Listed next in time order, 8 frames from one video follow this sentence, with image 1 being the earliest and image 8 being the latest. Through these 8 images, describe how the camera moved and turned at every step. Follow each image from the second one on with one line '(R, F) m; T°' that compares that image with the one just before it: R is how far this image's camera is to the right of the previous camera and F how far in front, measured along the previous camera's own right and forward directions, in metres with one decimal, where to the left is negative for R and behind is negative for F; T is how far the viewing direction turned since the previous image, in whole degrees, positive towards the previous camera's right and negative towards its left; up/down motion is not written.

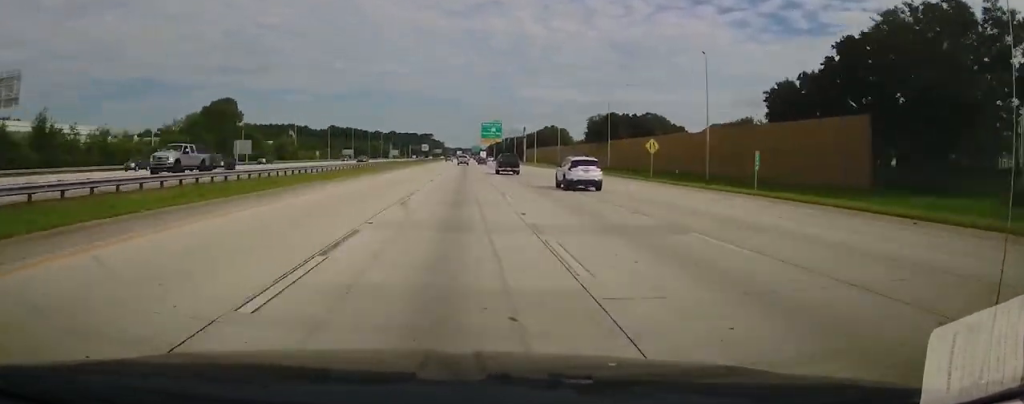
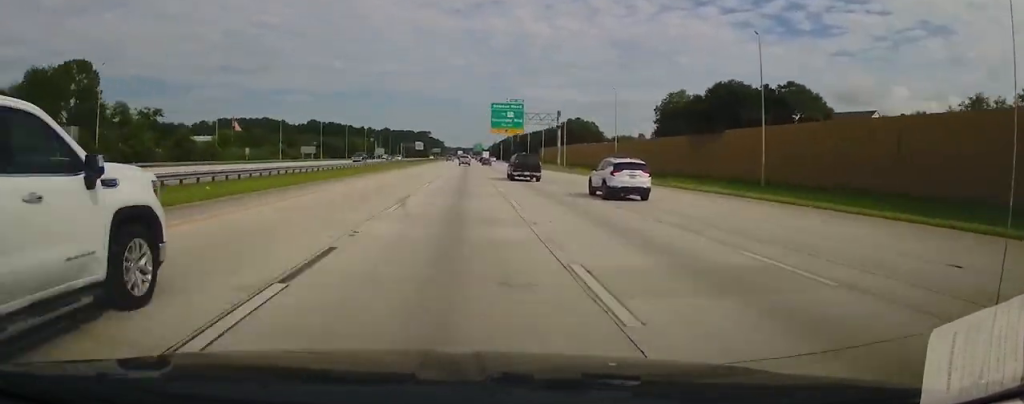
(-0.4, +62.7) m; 0°
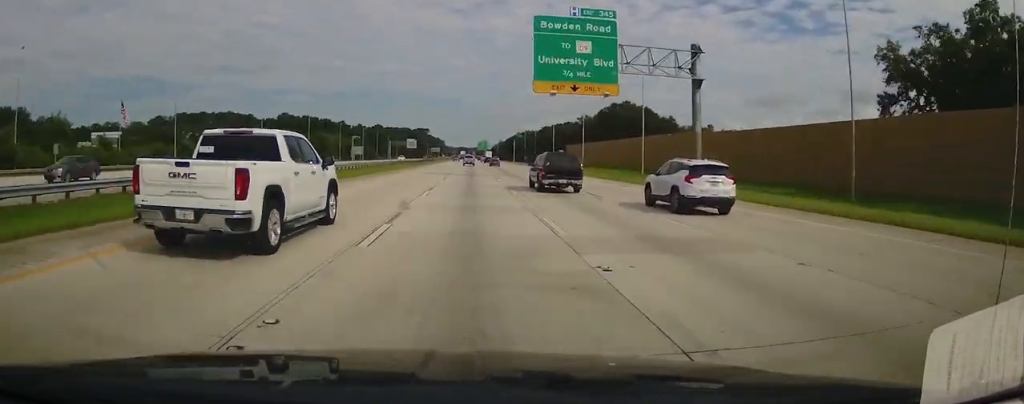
(-0.3, +67.1) m; 0°
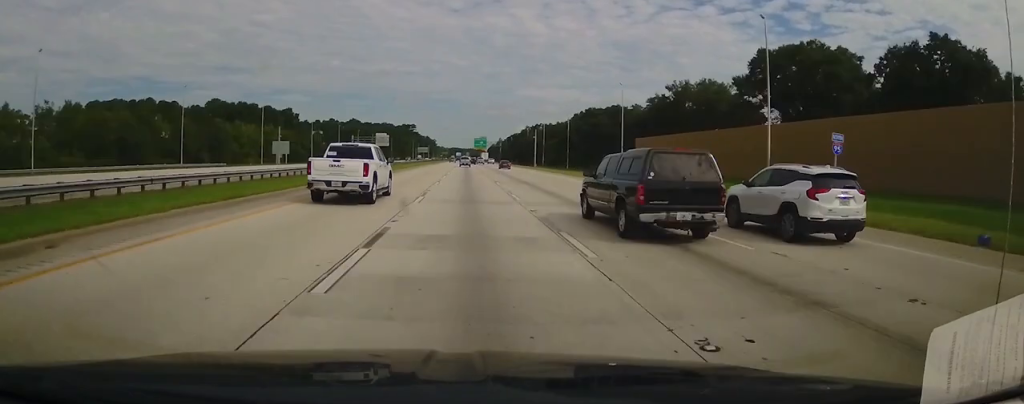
(+0.1, +89.5) m; 0°
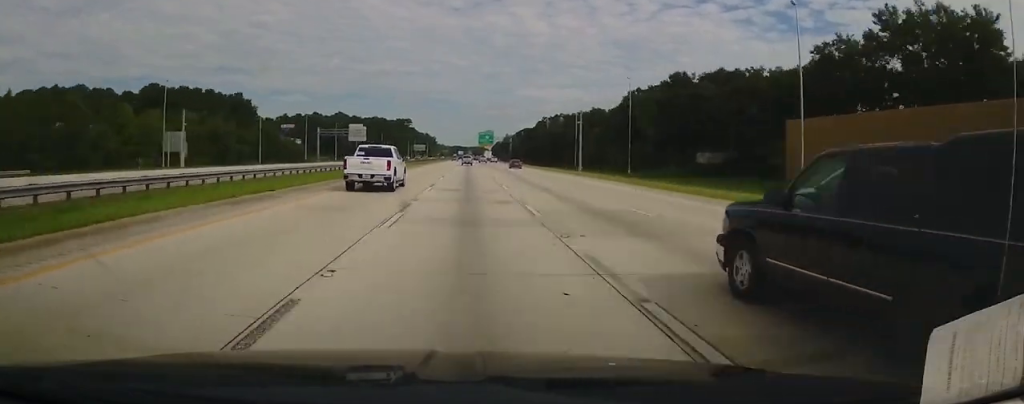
(+0.1, +55.5) m; 0°
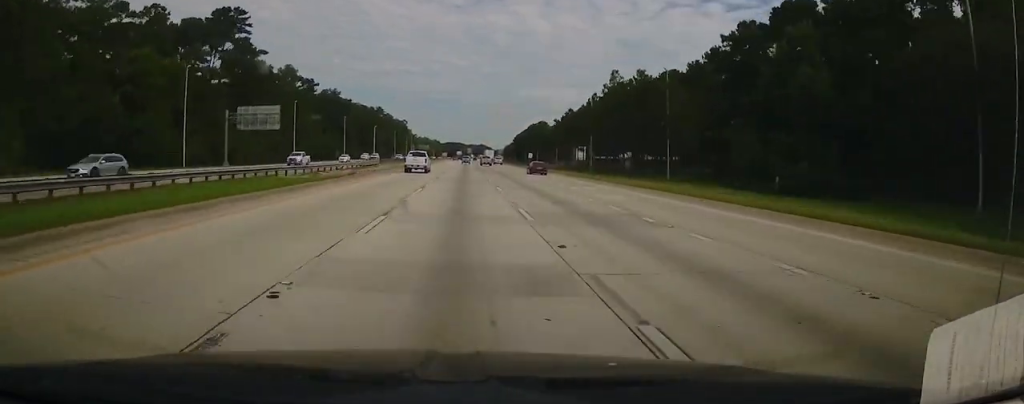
(+0.4, +322.1) m; 0°
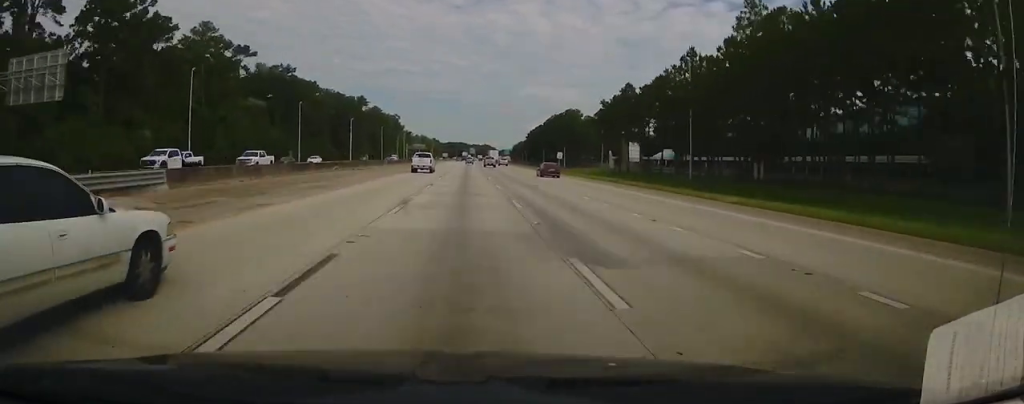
(-0.2, +57.1) m; 0°
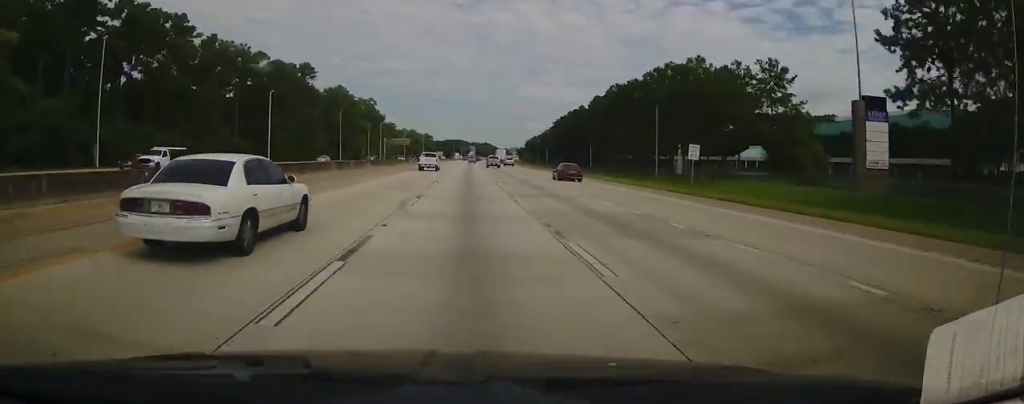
(+0.3, +82.9) m; +1°
